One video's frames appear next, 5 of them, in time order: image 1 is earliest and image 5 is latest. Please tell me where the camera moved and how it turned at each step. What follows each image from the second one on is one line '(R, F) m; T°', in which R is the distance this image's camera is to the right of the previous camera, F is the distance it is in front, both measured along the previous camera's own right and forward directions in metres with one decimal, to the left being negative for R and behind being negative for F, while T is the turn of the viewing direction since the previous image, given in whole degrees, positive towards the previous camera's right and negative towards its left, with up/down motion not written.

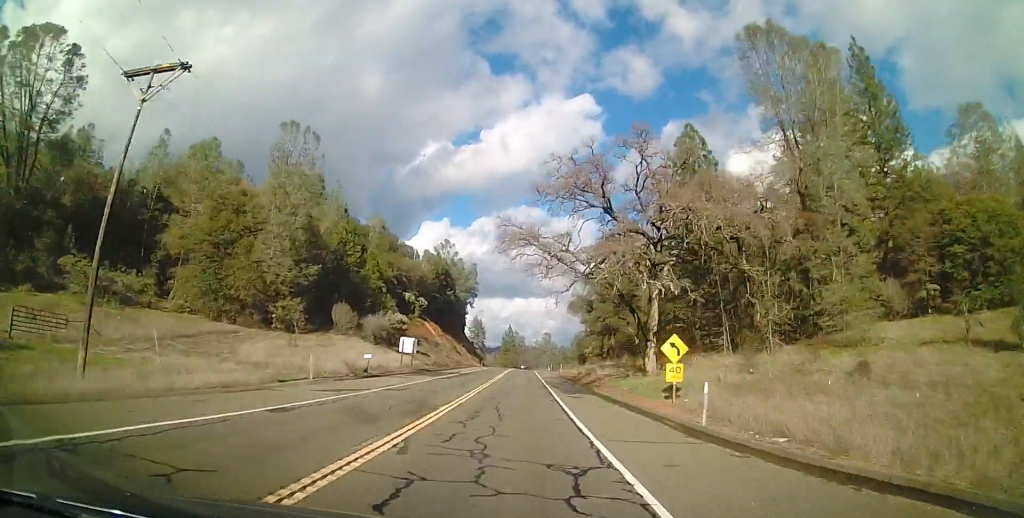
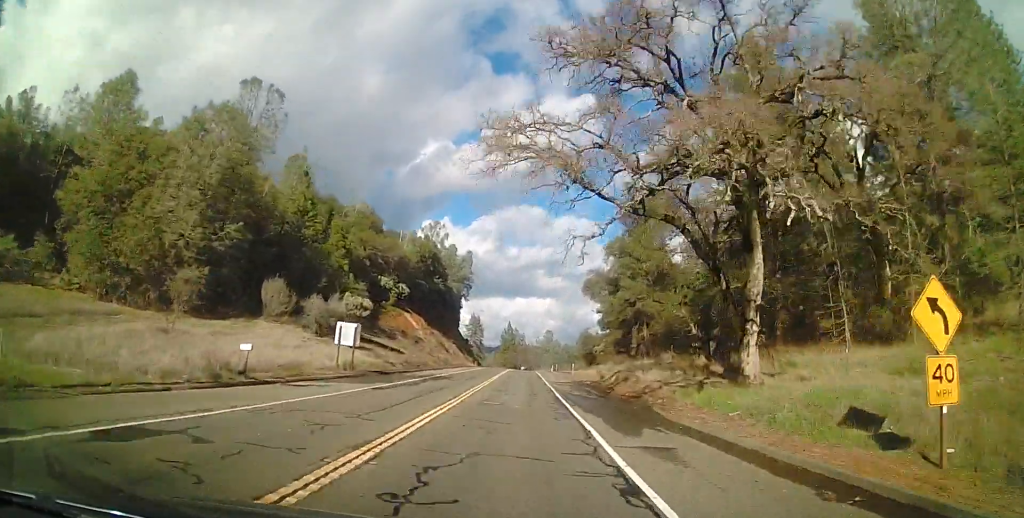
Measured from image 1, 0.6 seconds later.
(0.0, +16.5) m; 0°
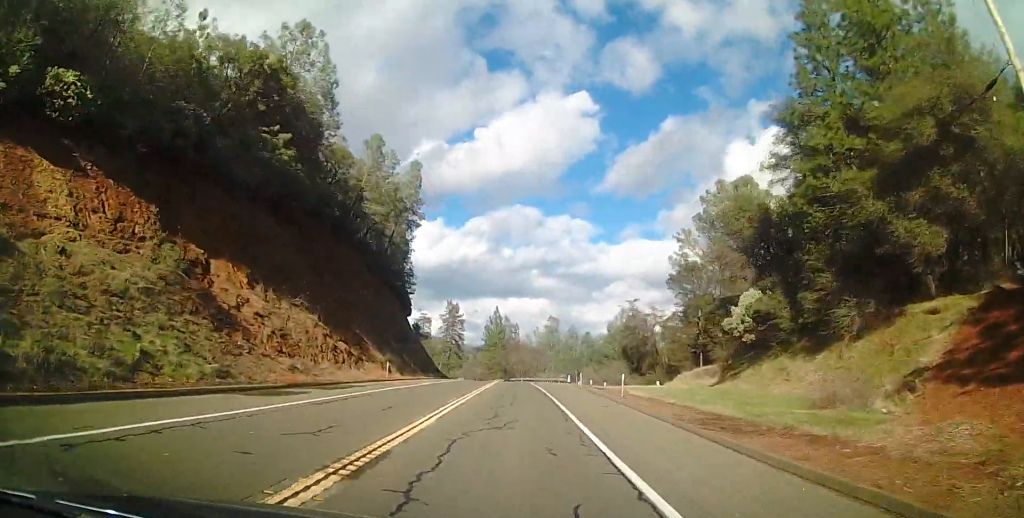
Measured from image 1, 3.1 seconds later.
(0.0, +69.4) m; 0°
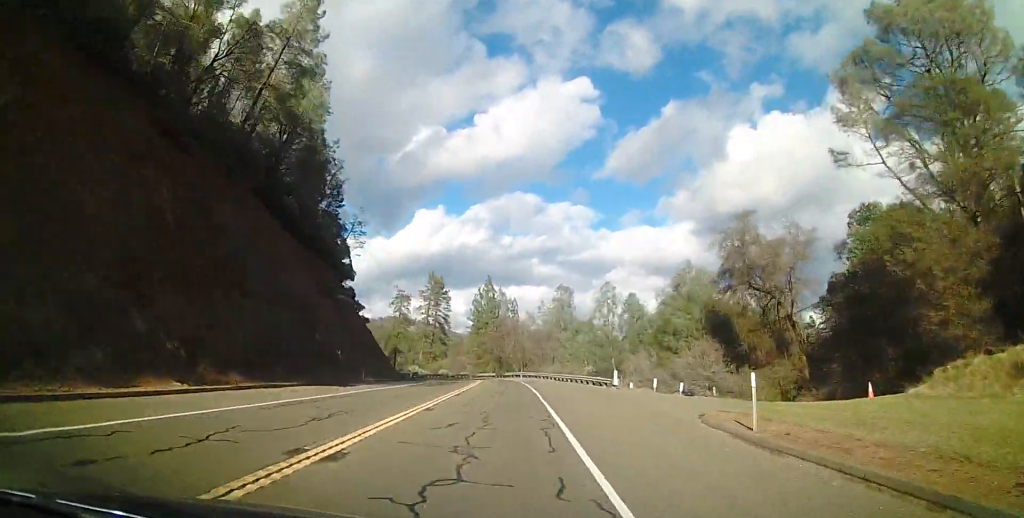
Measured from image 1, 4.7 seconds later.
(0.0, +44.1) m; 0°
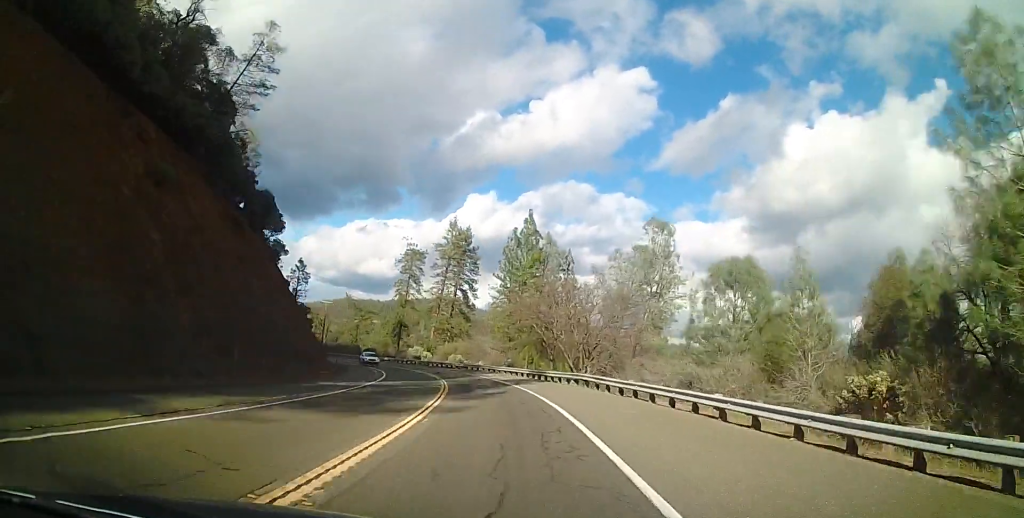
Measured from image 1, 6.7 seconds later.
(0.0, +51.2) m; 0°
